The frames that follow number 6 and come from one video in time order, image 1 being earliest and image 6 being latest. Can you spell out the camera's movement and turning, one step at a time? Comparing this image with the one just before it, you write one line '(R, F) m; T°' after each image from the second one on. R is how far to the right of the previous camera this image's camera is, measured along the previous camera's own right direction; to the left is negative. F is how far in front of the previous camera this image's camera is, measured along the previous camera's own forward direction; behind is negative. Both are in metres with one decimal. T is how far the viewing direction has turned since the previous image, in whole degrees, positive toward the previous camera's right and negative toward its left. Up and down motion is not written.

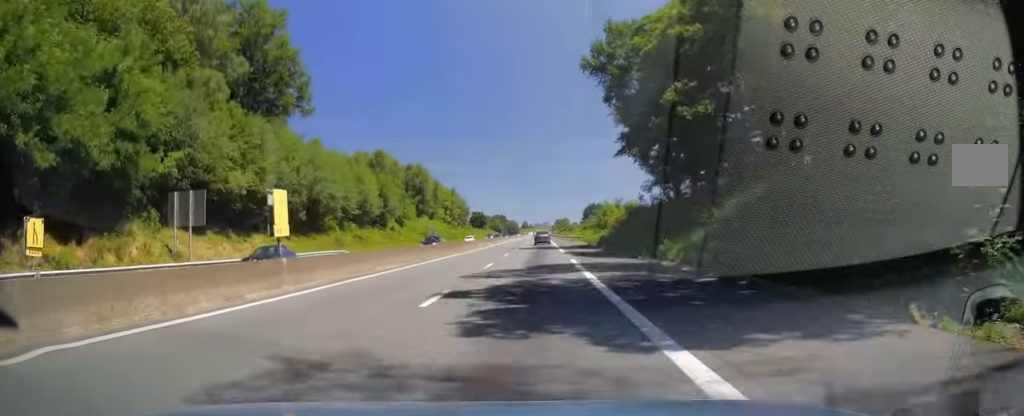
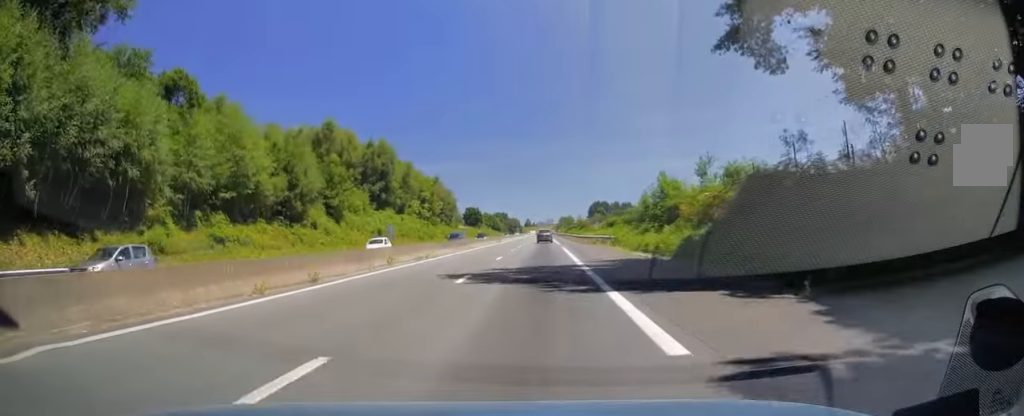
(-0.1, +34.4) m; 0°
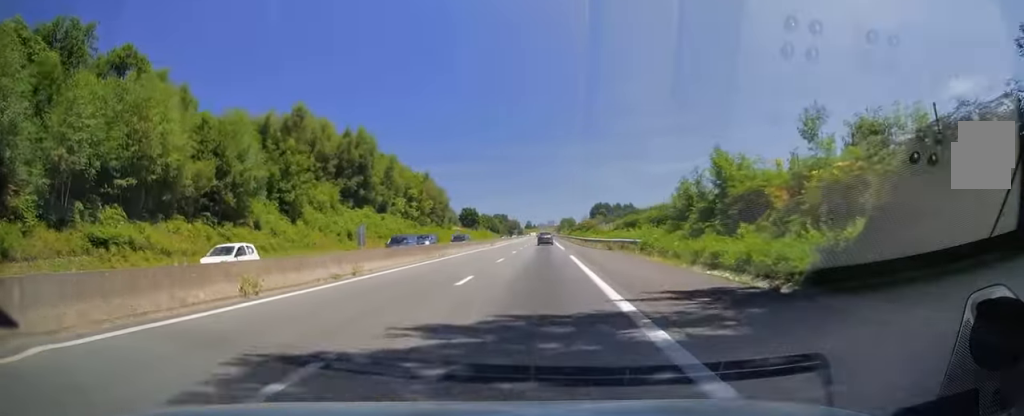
(0.0, +13.1) m; 0°
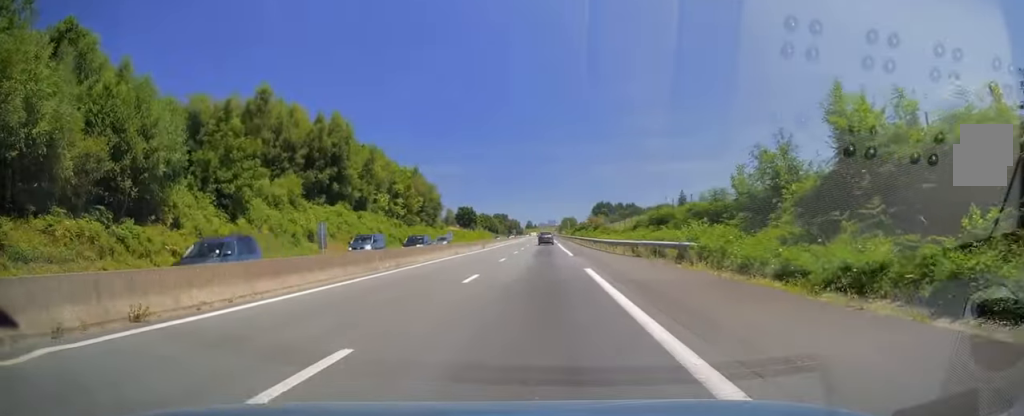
(0.0, +12.1) m; 0°
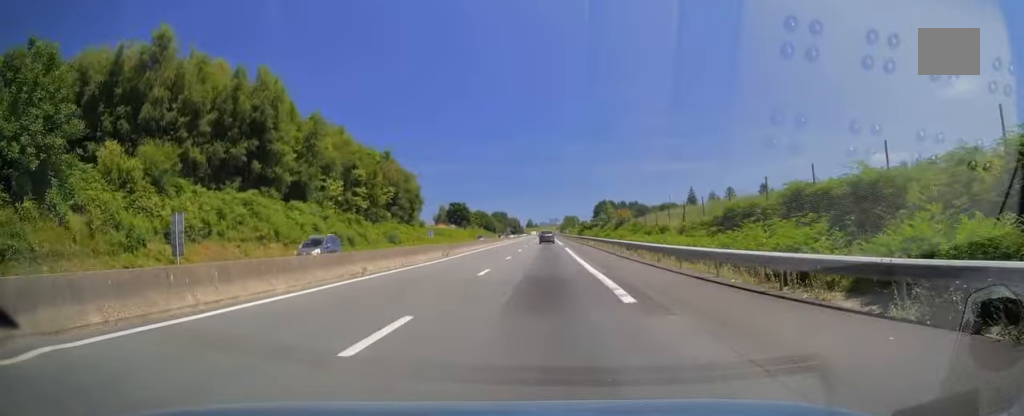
(0.0, +23.3) m; 0°
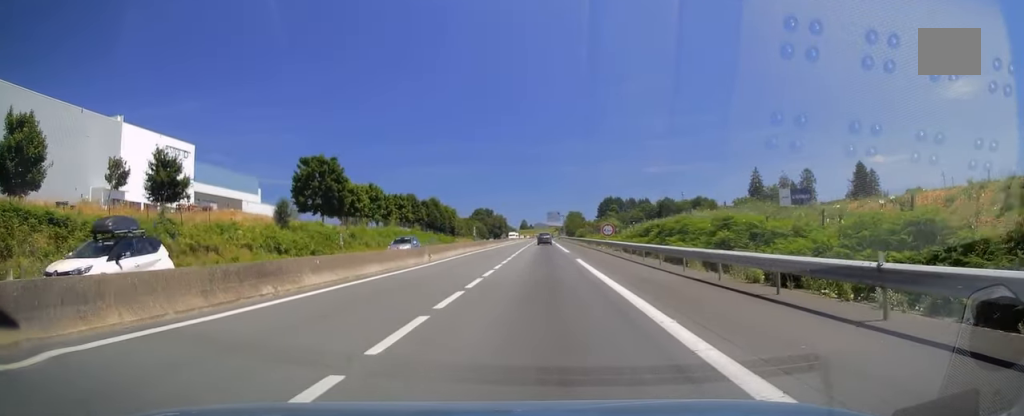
(0.0, +123.8) m; 0°
